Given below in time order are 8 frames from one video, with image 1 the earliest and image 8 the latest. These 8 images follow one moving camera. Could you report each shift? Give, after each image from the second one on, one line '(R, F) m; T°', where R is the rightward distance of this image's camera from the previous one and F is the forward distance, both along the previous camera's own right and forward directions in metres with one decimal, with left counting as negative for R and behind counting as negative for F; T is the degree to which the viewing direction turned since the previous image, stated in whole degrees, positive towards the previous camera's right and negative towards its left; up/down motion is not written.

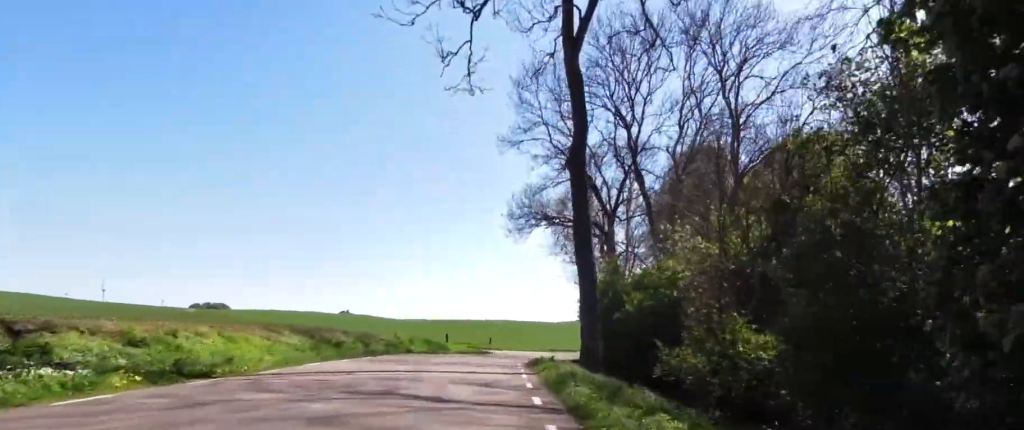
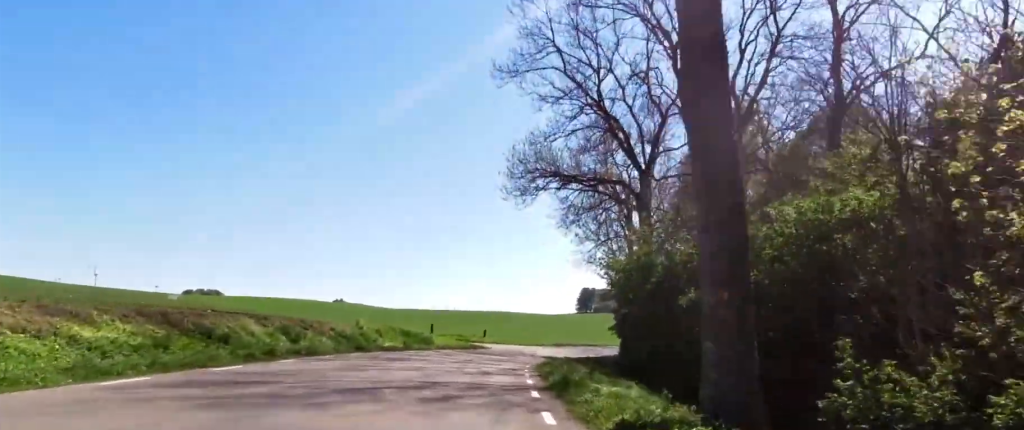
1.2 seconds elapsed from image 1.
(0.0, +11.6) m; 0°
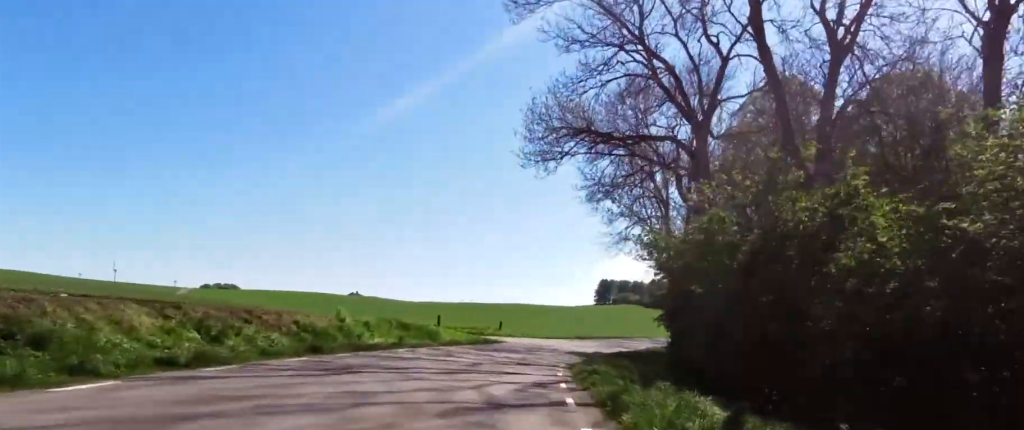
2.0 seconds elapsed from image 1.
(0.0, +7.5) m; +1°
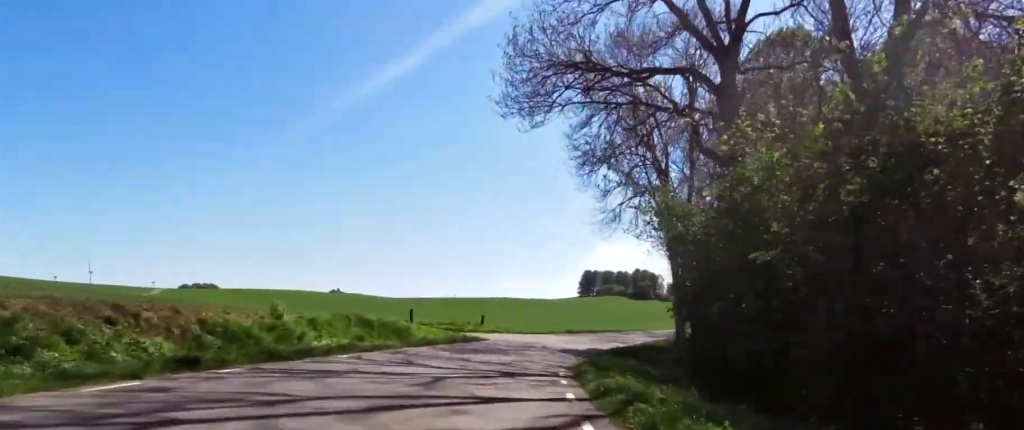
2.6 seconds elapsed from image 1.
(-0.1, +5.6) m; +3°
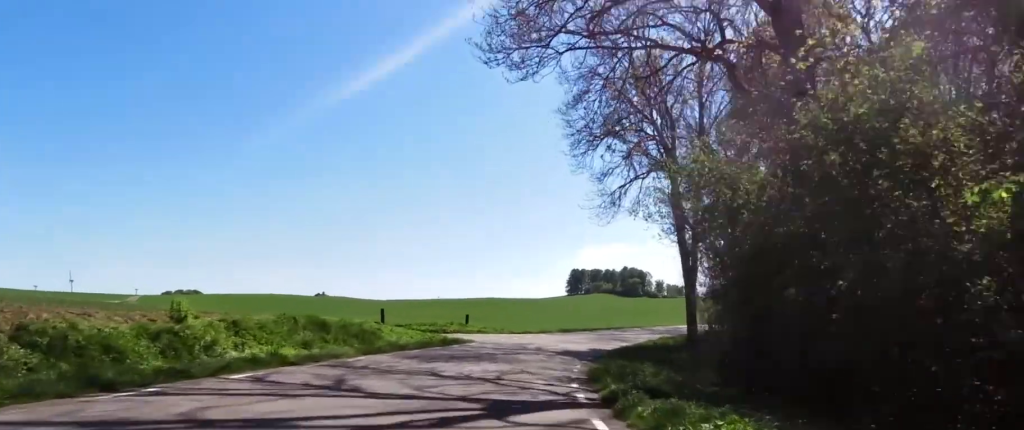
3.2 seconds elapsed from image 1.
(+0.3, +5.5) m; +5°
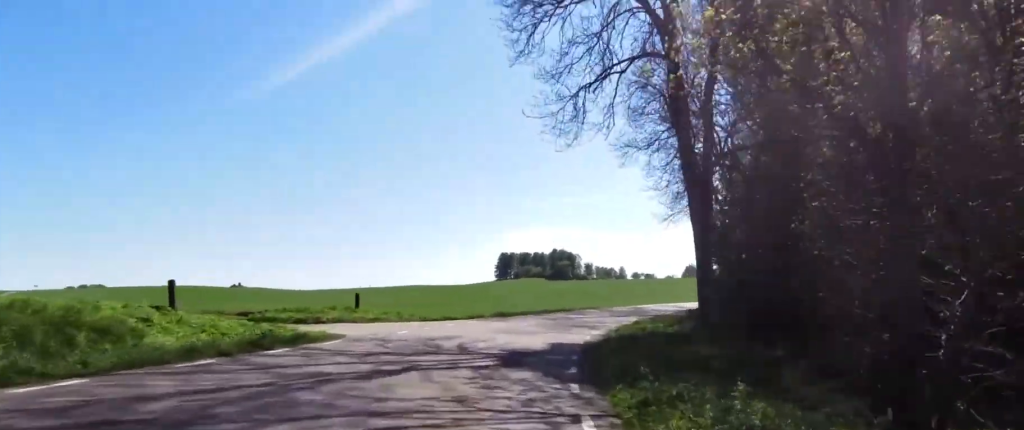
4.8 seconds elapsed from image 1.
(+1.4, +14.1) m; +5°
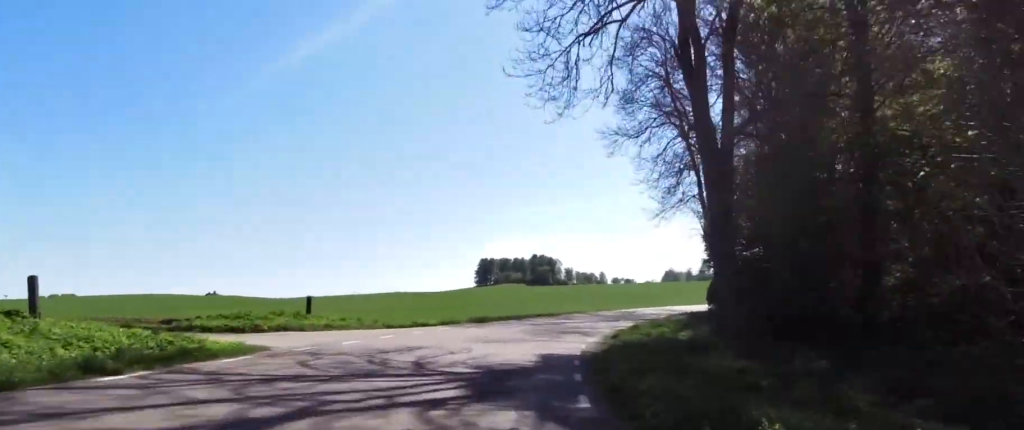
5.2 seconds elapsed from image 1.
(-0.2, +4.2) m; 0°
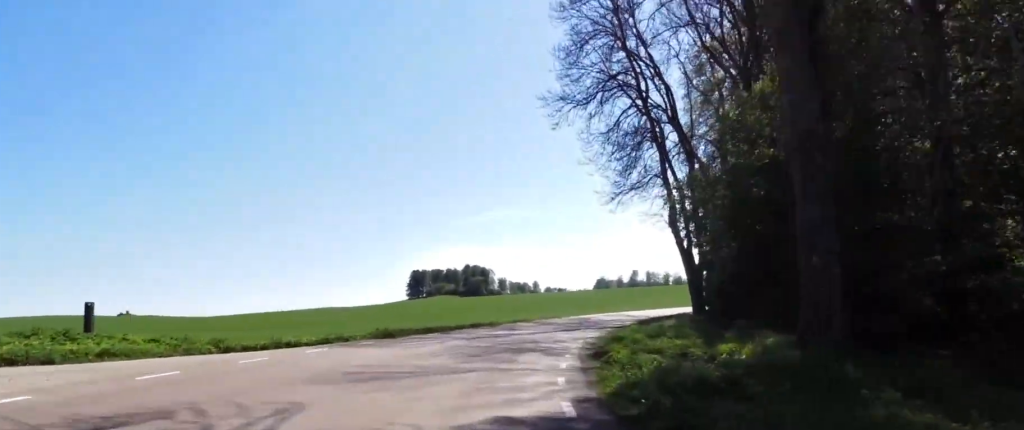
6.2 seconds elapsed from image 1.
(0.0, +9.3) m; +2°
